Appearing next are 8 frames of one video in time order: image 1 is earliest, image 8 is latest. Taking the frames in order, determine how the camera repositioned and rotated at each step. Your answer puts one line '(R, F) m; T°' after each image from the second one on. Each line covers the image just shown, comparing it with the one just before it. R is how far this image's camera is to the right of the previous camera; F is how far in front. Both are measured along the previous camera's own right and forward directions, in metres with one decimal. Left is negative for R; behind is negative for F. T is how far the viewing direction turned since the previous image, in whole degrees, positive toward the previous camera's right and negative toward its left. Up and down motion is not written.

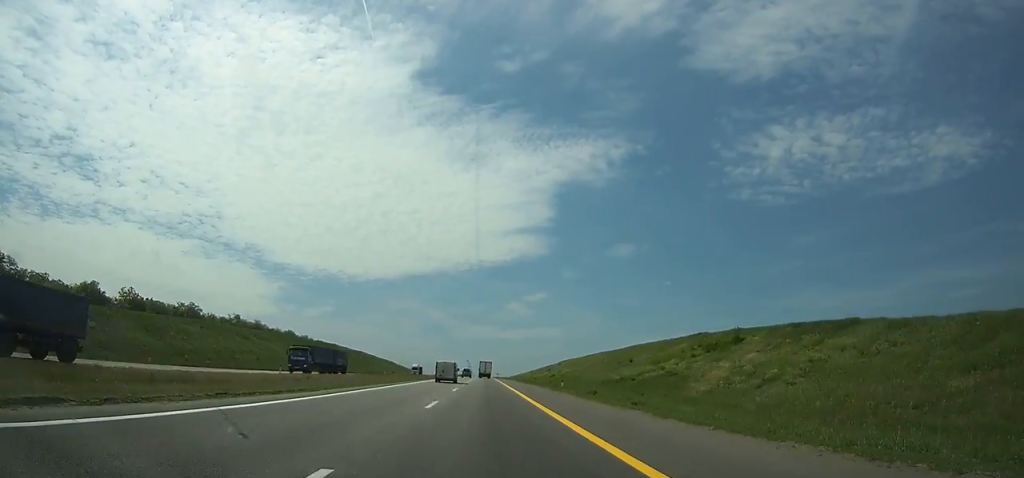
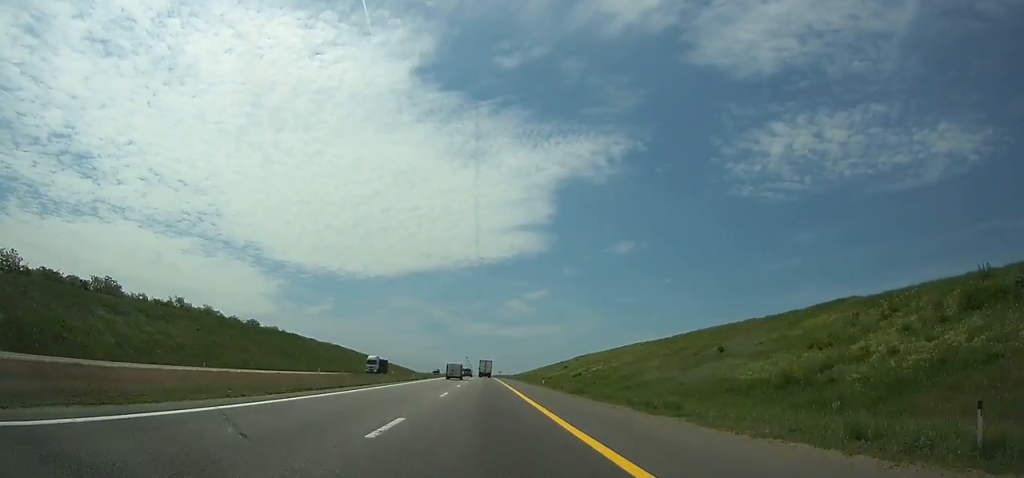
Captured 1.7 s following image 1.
(0.0, +39.1) m; 0°
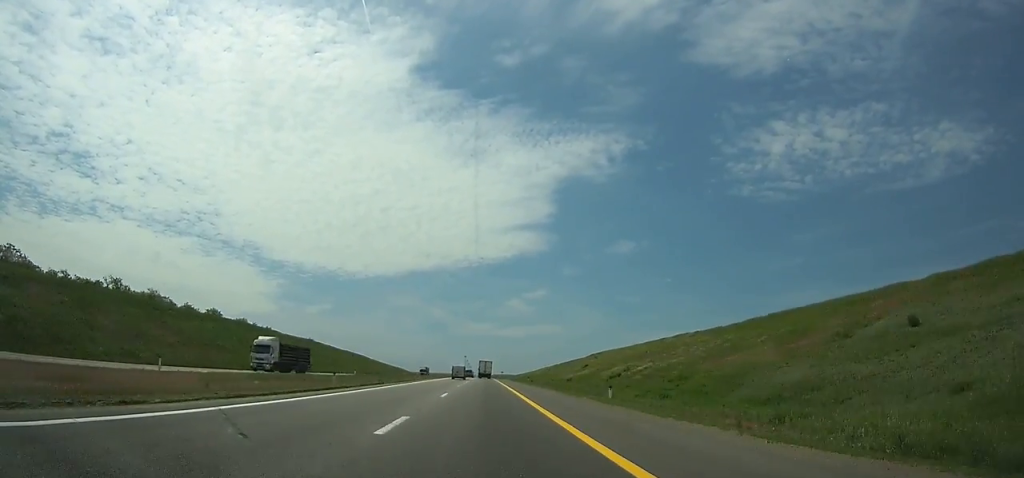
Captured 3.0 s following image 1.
(0.0, +30.4) m; 0°
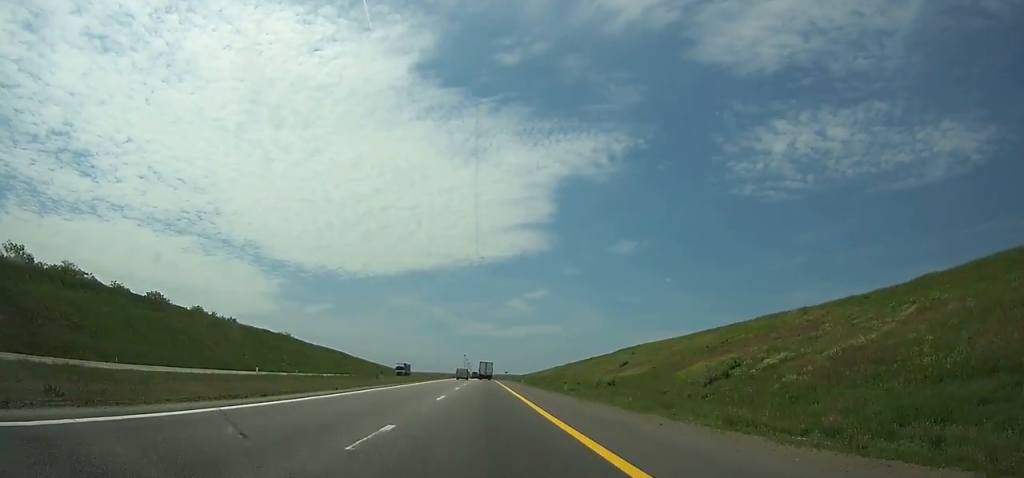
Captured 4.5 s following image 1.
(-0.1, +36.0) m; 0°
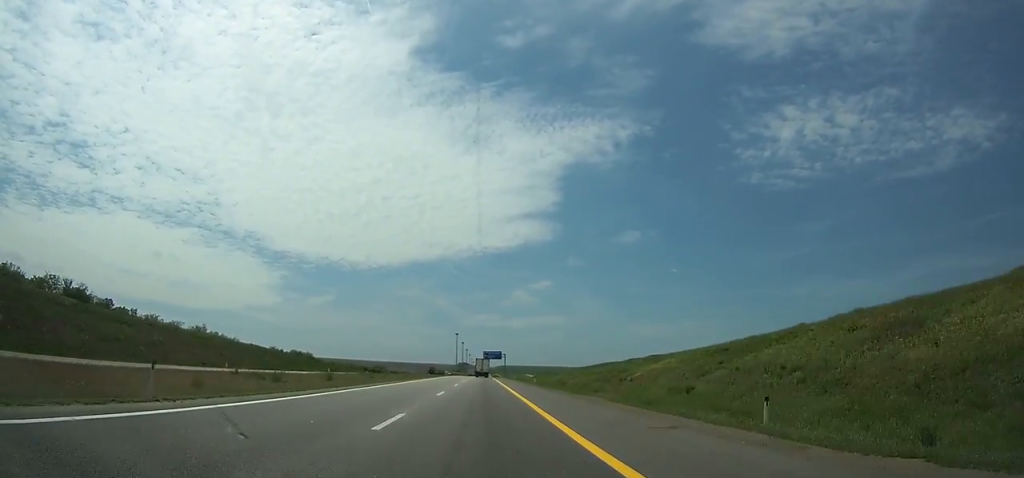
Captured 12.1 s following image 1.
(+0.2, +178.6) m; 0°
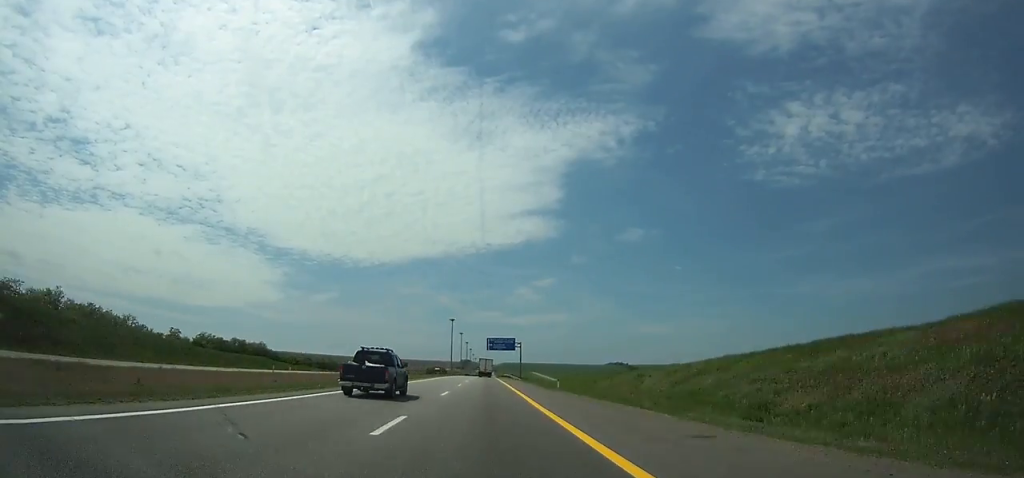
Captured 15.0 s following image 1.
(-0.2, +65.3) m; 0°
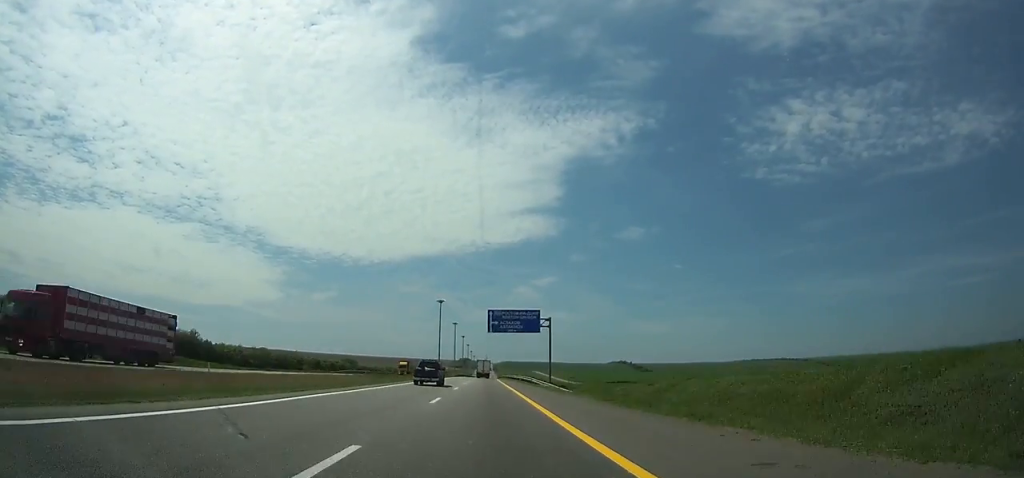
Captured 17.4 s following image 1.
(-0.1, +53.5) m; 0°
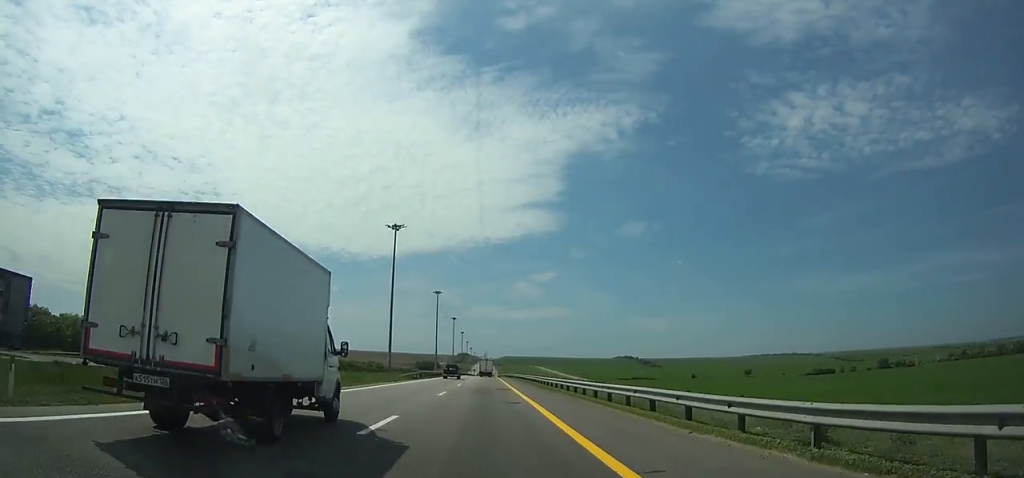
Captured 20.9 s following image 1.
(+0.2, +78.2) m; 0°
